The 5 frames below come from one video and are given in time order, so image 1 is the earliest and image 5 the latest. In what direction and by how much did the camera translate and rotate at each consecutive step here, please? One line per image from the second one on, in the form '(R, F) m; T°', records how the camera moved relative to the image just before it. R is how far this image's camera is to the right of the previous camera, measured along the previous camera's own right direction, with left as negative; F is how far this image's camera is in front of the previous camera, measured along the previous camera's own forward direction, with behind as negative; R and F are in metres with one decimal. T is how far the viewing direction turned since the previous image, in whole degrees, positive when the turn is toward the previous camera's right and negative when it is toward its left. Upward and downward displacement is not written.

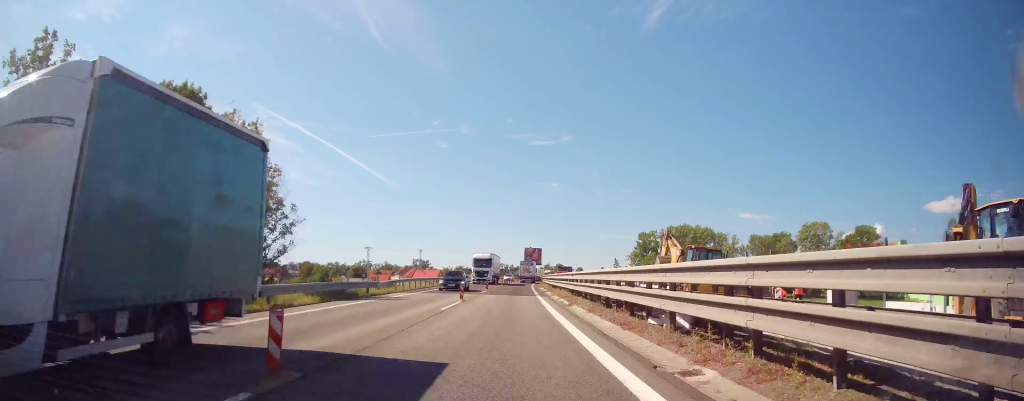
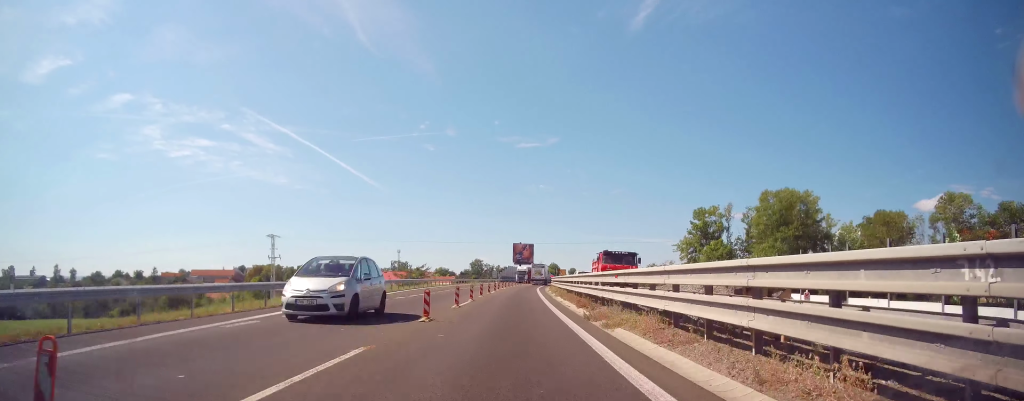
(+1.0, +51.5) m; +1°
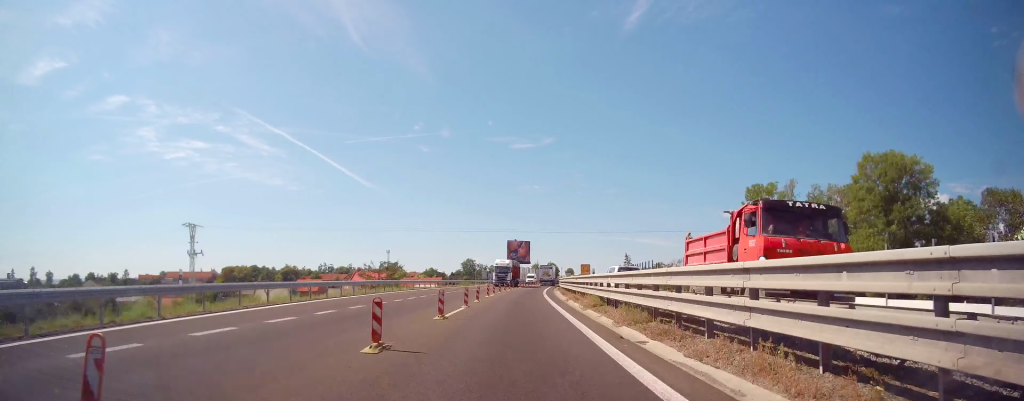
(-0.2, +23.4) m; +1°
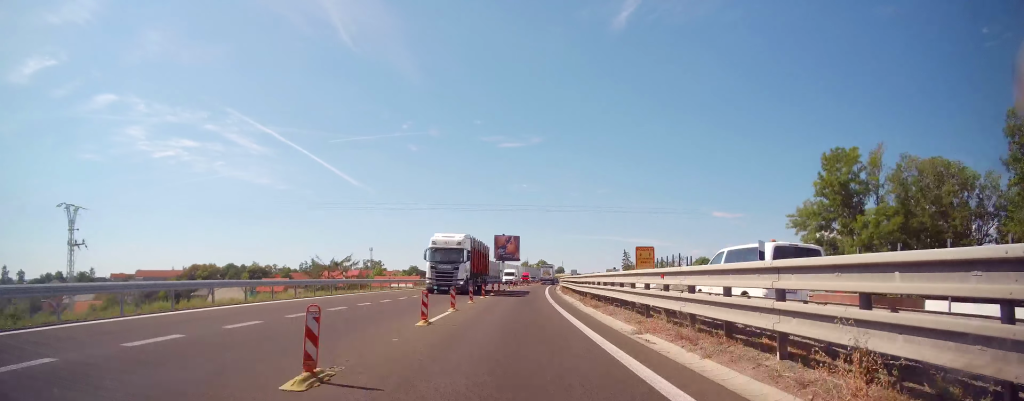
(+0.5, +20.9) m; +2°
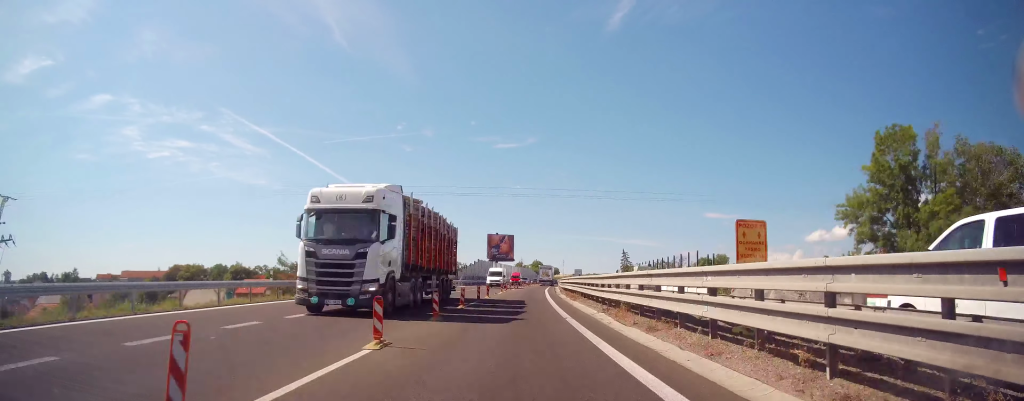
(+0.1, +9.6) m; 0°
